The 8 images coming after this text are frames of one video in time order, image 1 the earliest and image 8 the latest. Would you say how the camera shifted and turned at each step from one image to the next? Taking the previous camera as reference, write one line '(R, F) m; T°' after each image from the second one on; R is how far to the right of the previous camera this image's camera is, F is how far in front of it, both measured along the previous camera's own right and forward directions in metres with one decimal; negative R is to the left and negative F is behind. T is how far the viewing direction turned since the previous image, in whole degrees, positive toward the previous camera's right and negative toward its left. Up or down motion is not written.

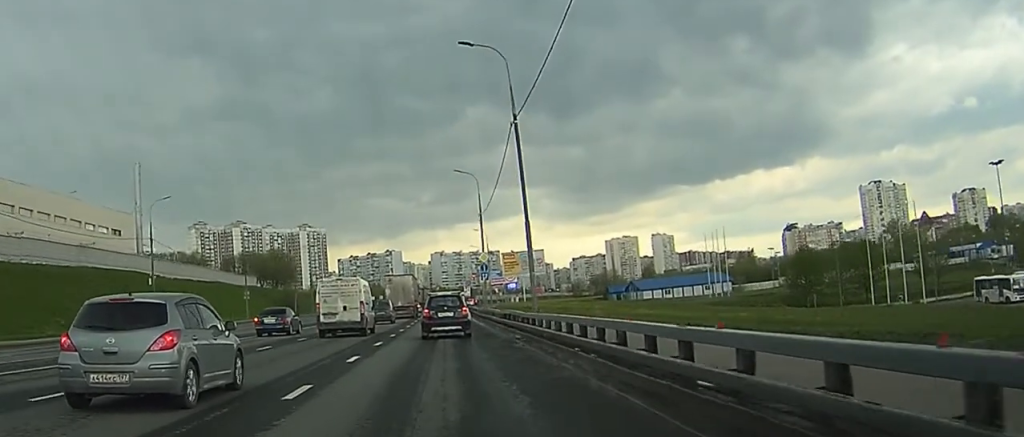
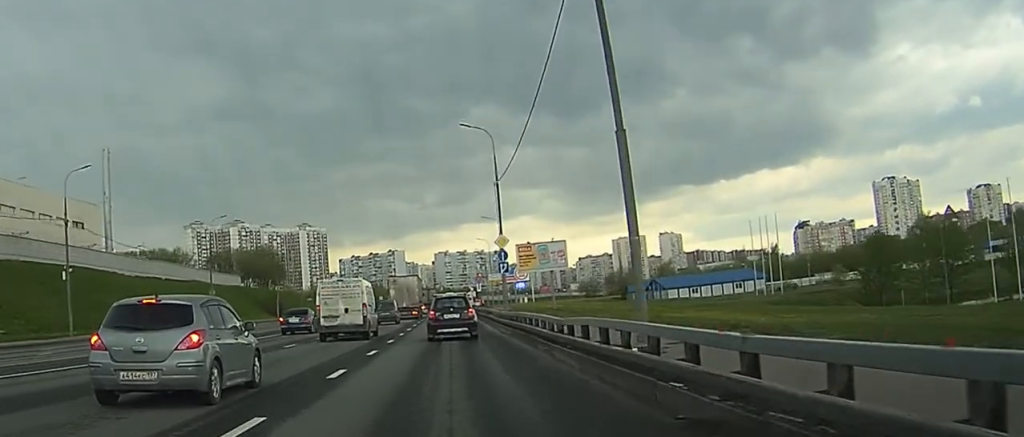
(+0.1, +23.2) m; +1°
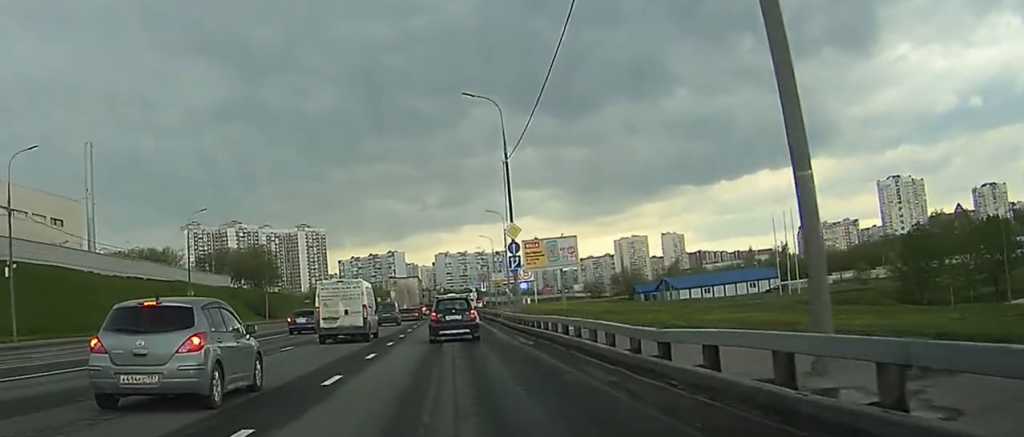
(+0.1, +9.8) m; +1°
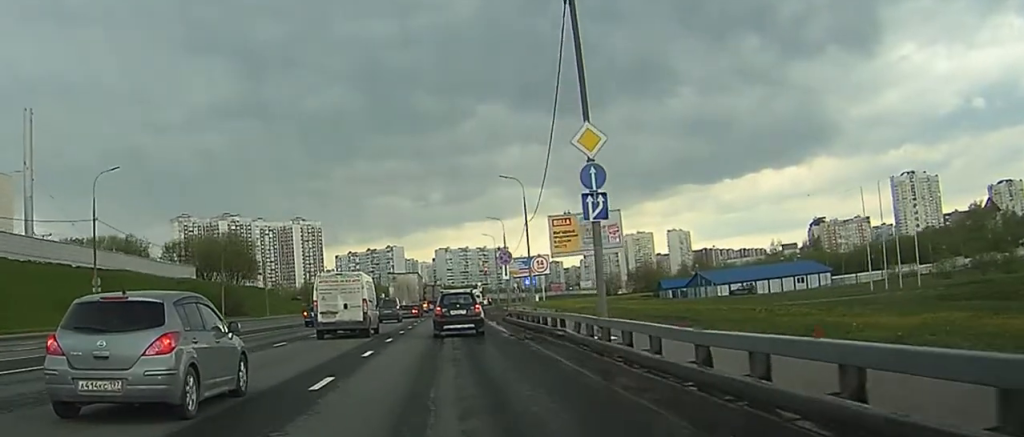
(+0.5, +26.7) m; +1°
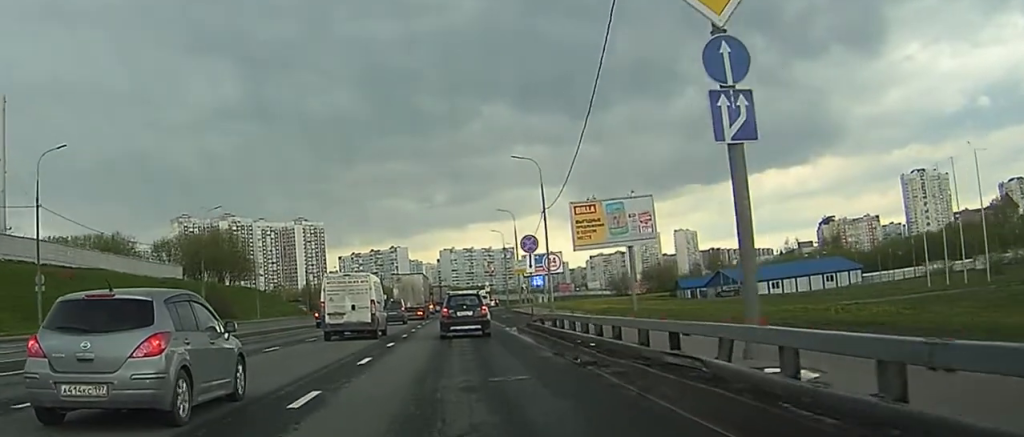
(-0.1, +10.5) m; 0°
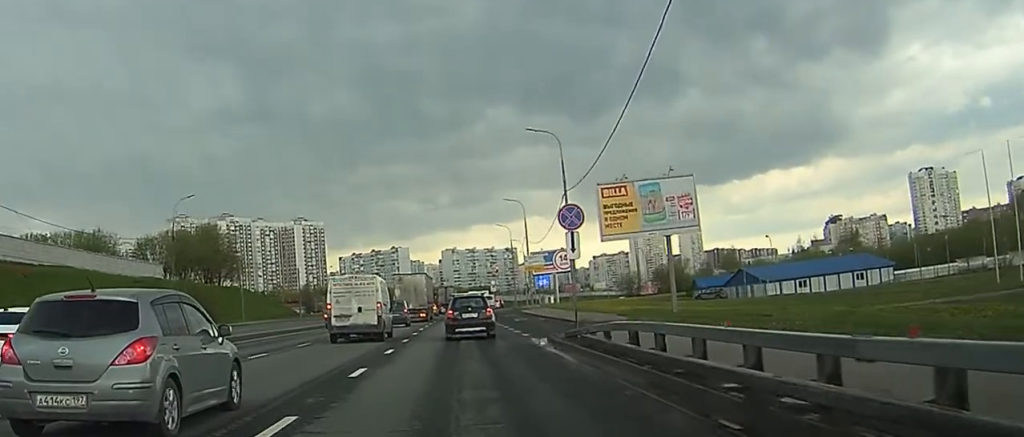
(+0.1, +10.2) m; 0°
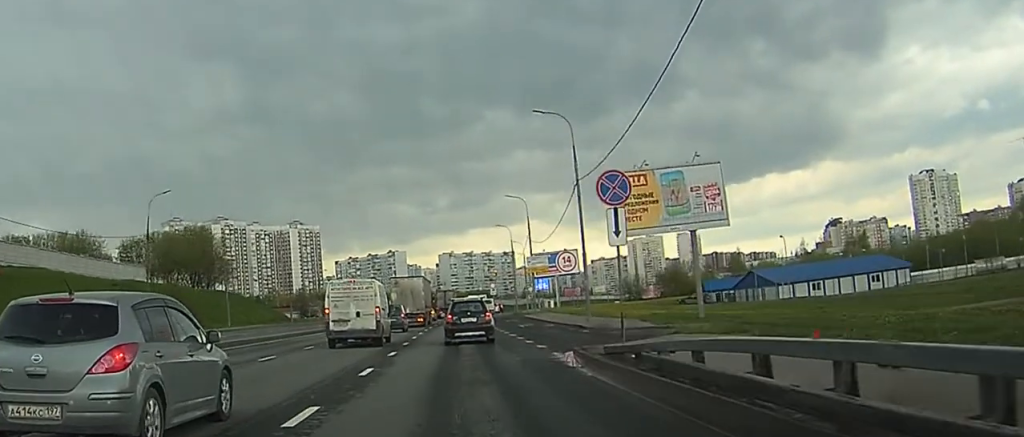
(0.0, +5.8) m; 0°
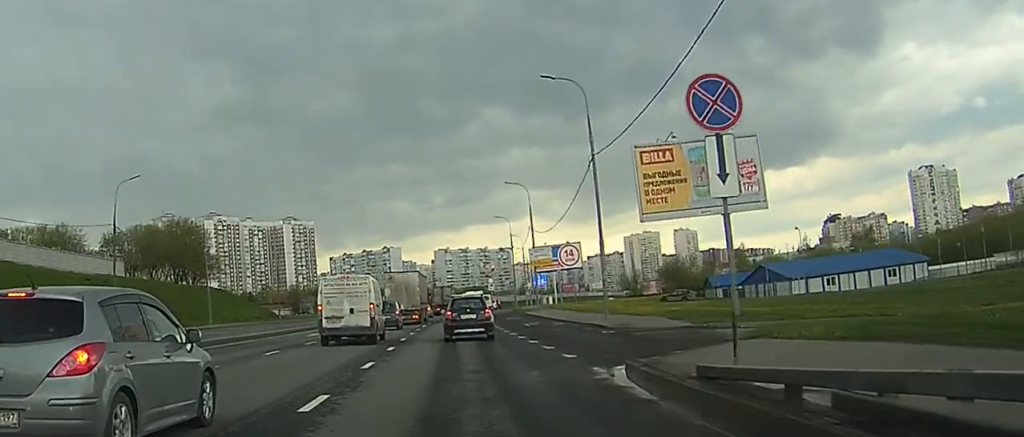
(0.0, +6.2) m; 0°
